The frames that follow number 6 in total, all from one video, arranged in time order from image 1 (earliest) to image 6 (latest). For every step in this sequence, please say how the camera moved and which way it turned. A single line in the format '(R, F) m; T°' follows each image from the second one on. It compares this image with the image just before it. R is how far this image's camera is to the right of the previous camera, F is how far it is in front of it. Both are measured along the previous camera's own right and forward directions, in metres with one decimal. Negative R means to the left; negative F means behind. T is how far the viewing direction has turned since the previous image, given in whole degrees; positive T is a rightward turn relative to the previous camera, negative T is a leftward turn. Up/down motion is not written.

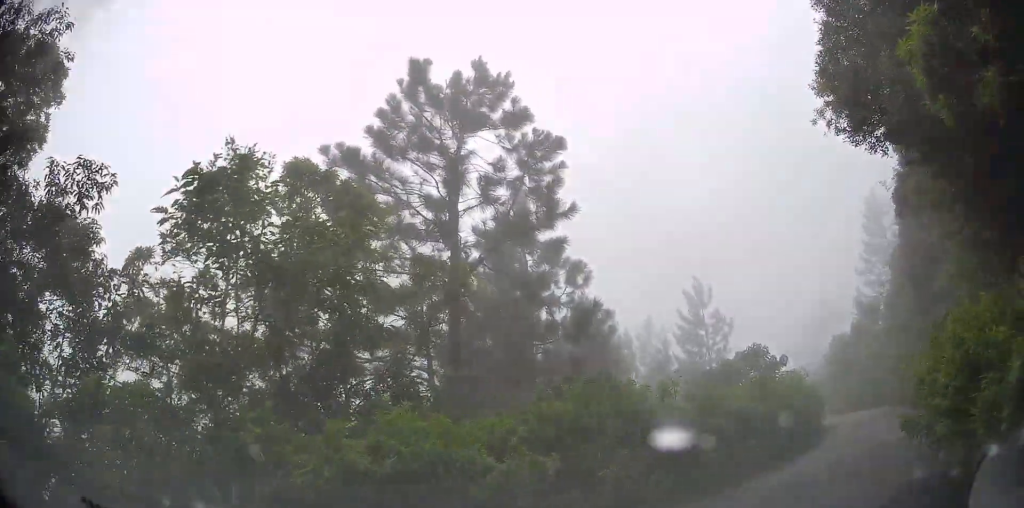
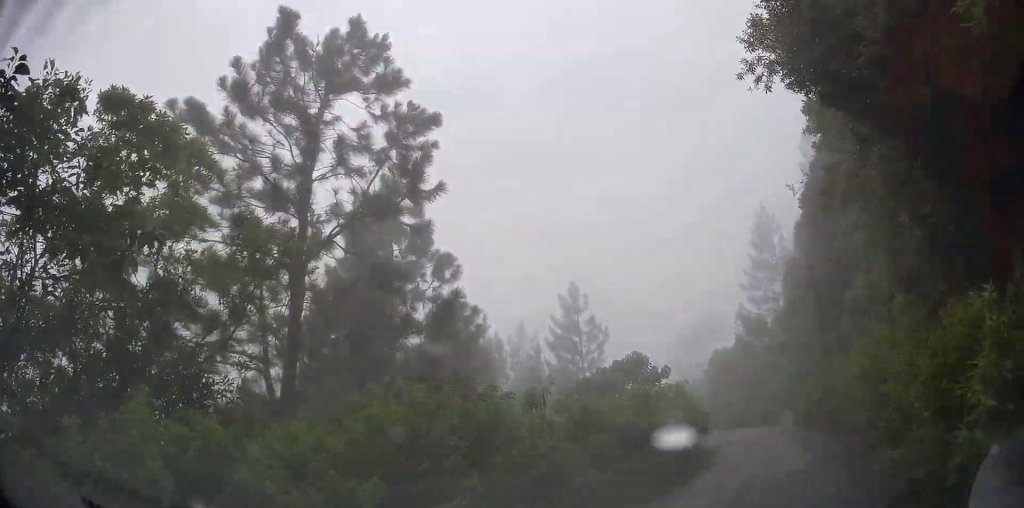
(+0.1, +1.7) m; +10°
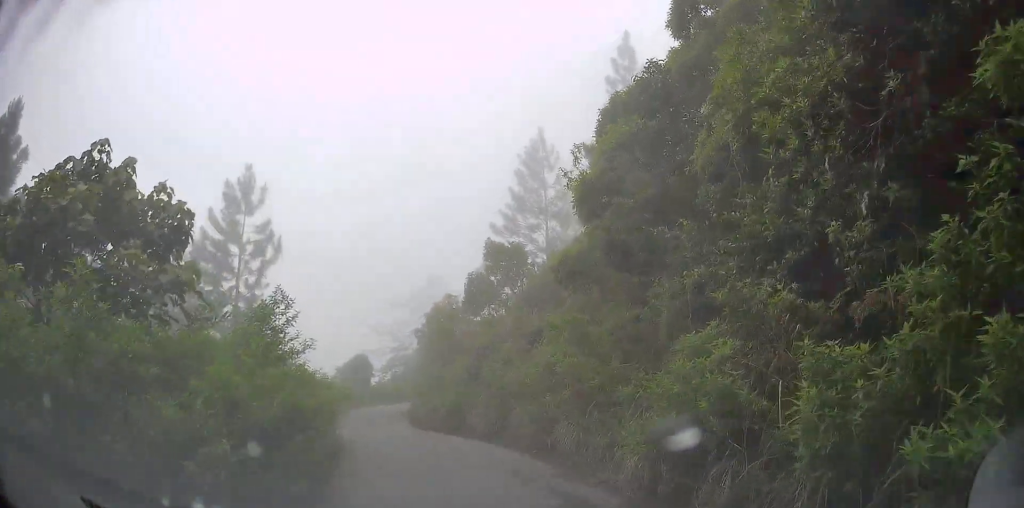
(+5.2, +15.3) m; +18°
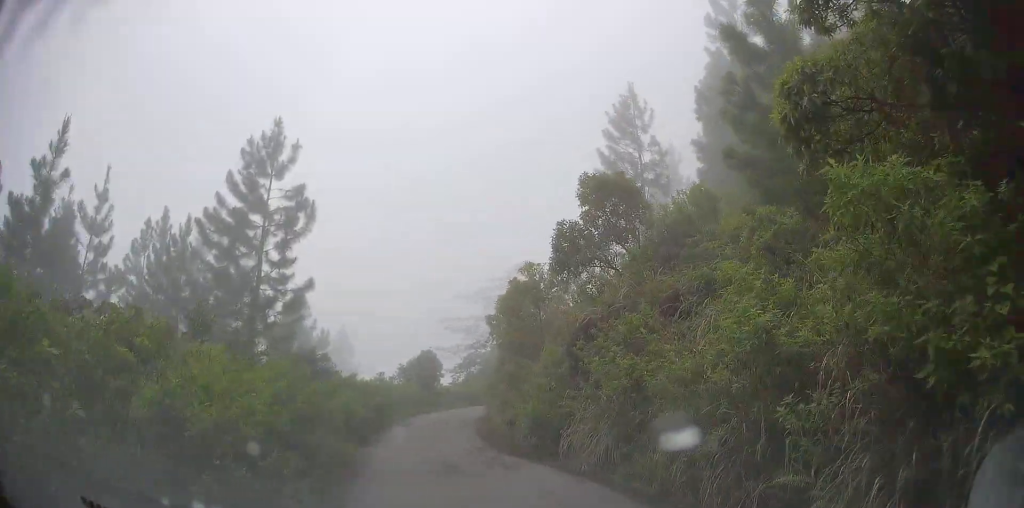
(-0.8, +6.5) m; -9°
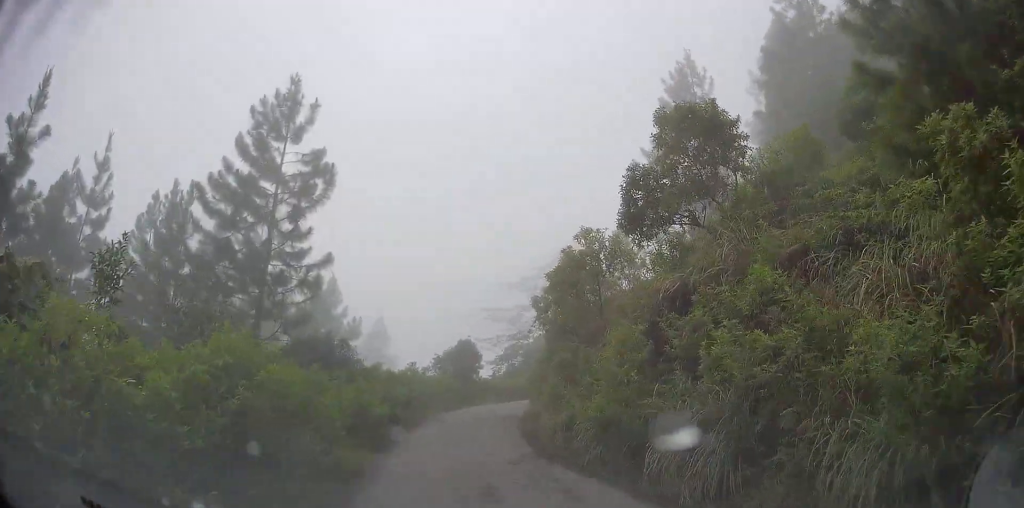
(0.0, +3.3) m; -1°
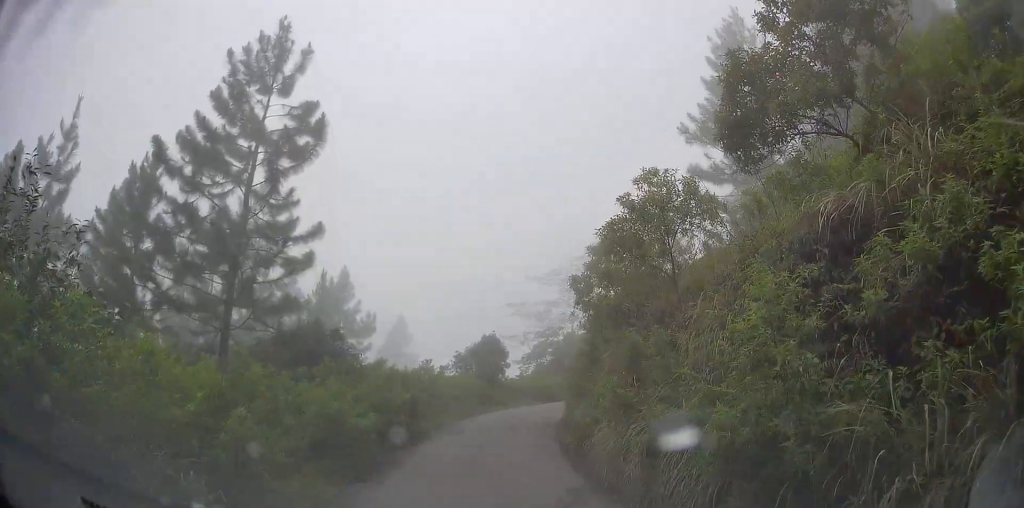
(+0.2, +4.2) m; -1°
